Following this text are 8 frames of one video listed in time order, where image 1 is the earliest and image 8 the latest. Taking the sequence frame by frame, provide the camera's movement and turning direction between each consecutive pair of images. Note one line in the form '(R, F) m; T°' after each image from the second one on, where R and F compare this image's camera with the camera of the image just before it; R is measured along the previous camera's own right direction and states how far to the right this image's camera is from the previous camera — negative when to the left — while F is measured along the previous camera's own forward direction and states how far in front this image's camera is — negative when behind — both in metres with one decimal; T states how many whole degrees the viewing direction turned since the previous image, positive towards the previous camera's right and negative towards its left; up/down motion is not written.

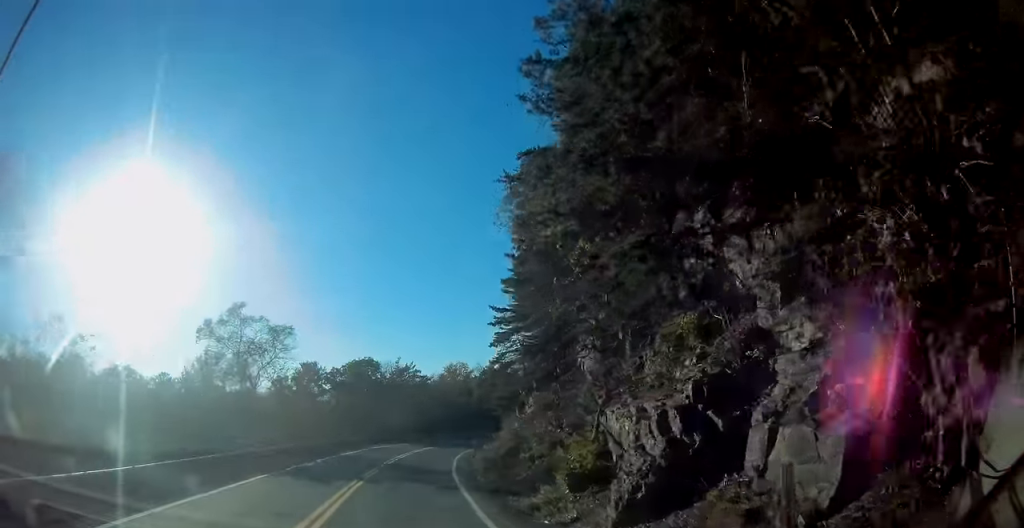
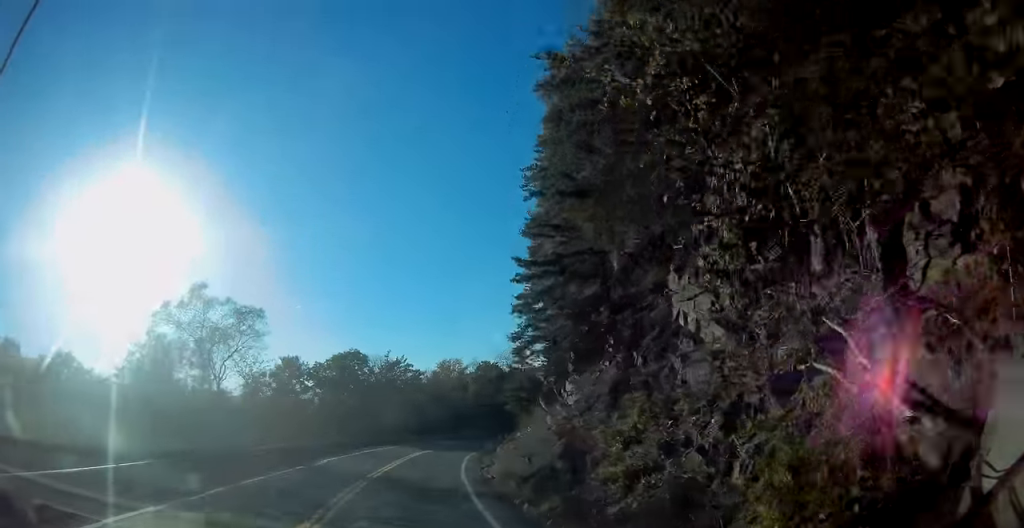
(+0.1, +8.7) m; +1°
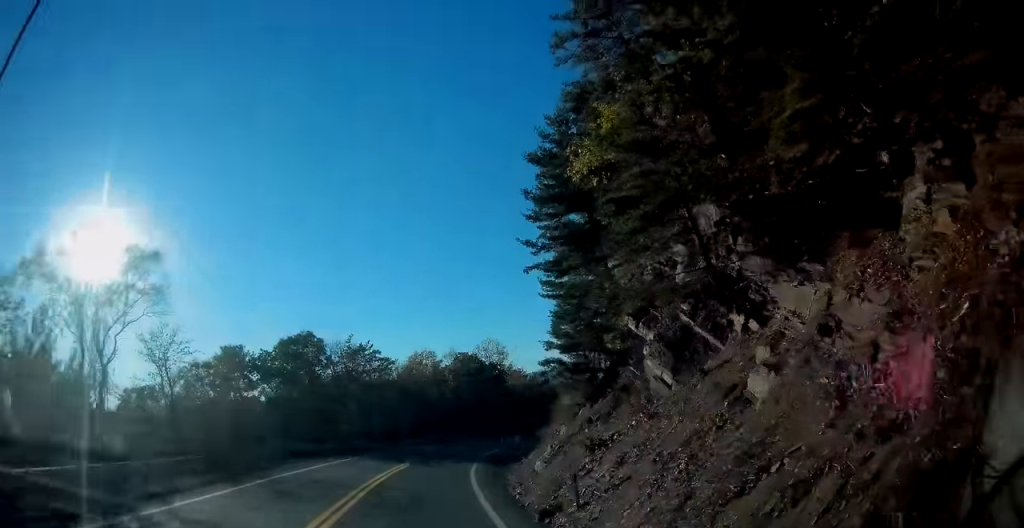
(+0.3, +15.8) m; +3°
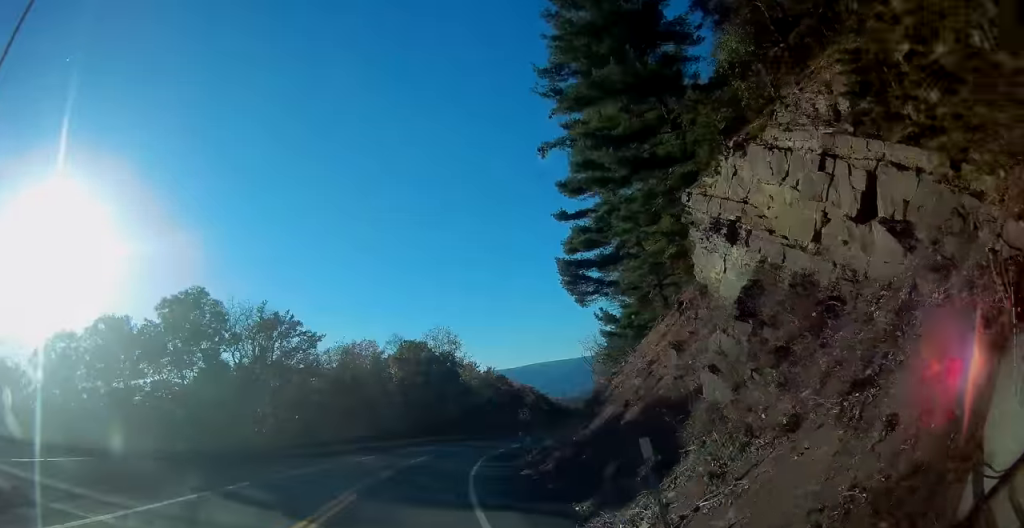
(+0.6, +18.4) m; +4°
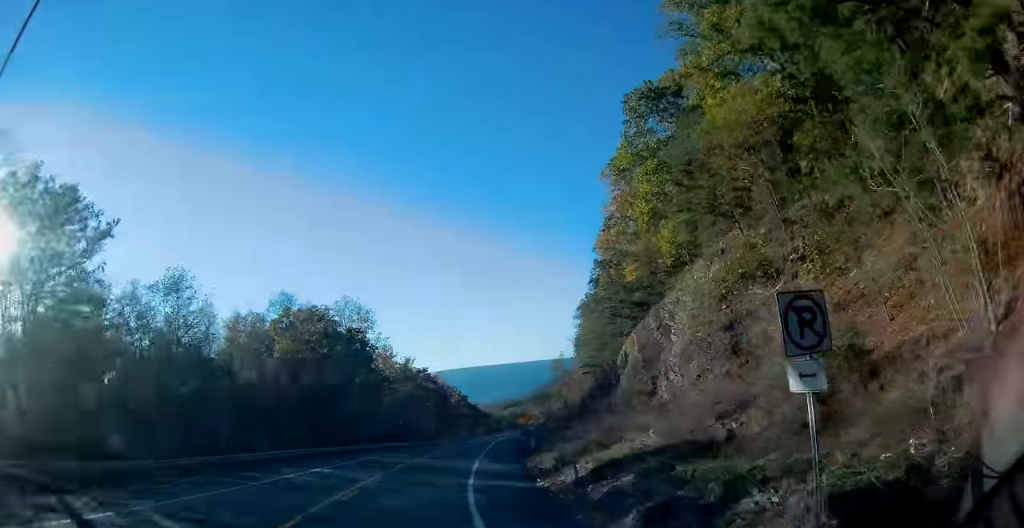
(+1.5, +26.1) m; +8°
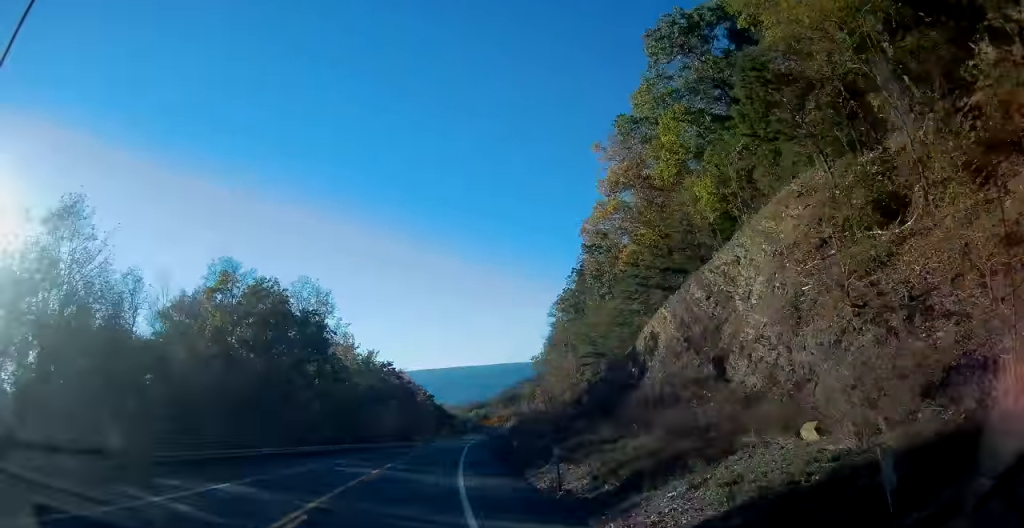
(+0.5, +9.6) m; +3°
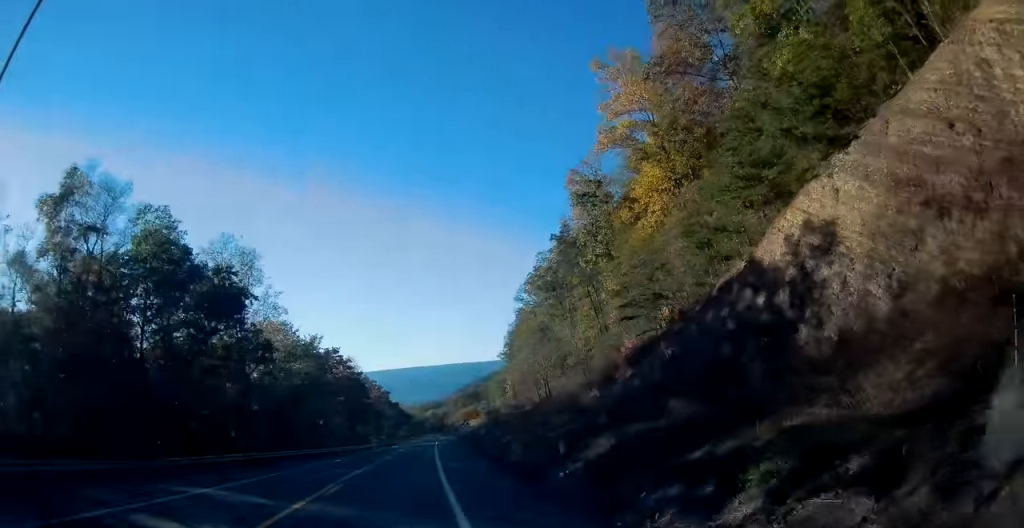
(+0.8, +16.6) m; +6°
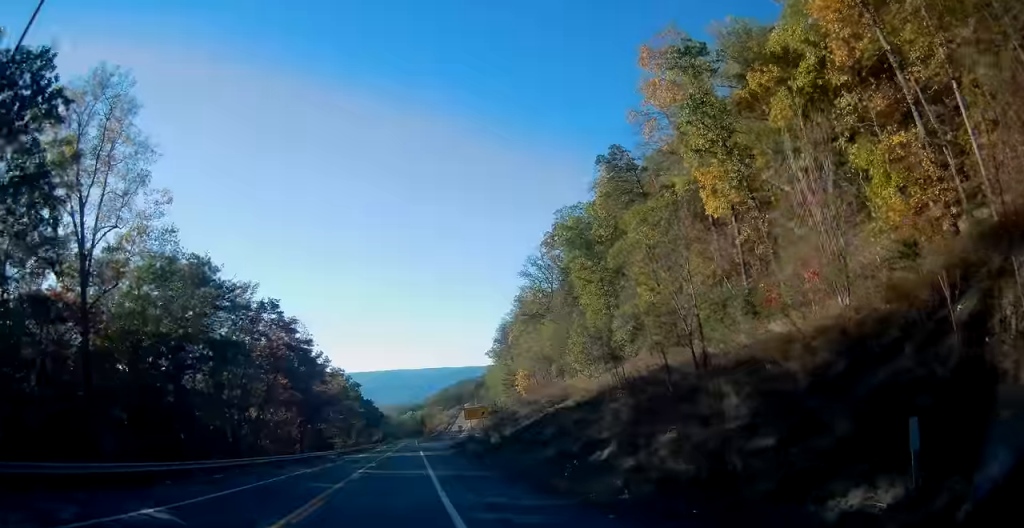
(+1.7, +28.1) m; +4°
